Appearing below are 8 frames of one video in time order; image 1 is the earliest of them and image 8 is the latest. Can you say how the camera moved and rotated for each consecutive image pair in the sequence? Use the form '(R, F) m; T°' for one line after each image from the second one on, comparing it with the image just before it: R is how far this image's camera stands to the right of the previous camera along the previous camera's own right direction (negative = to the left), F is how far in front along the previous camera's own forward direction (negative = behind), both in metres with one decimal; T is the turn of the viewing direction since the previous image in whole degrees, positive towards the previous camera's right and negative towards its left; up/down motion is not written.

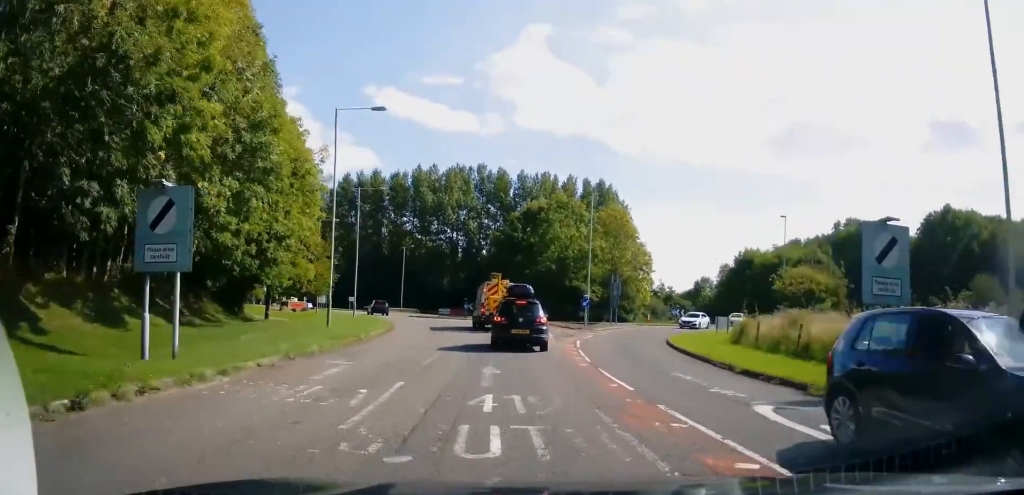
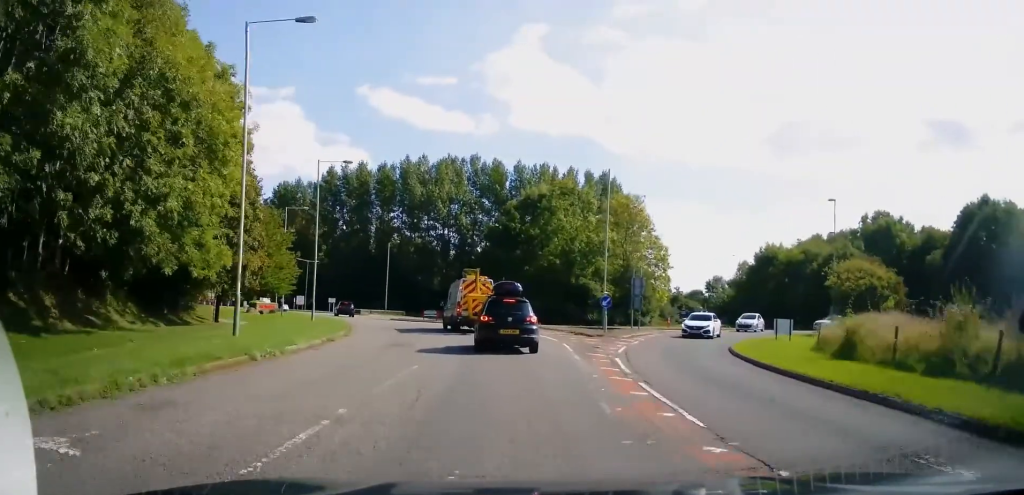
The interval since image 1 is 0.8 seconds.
(-0.4, +8.8) m; -1°
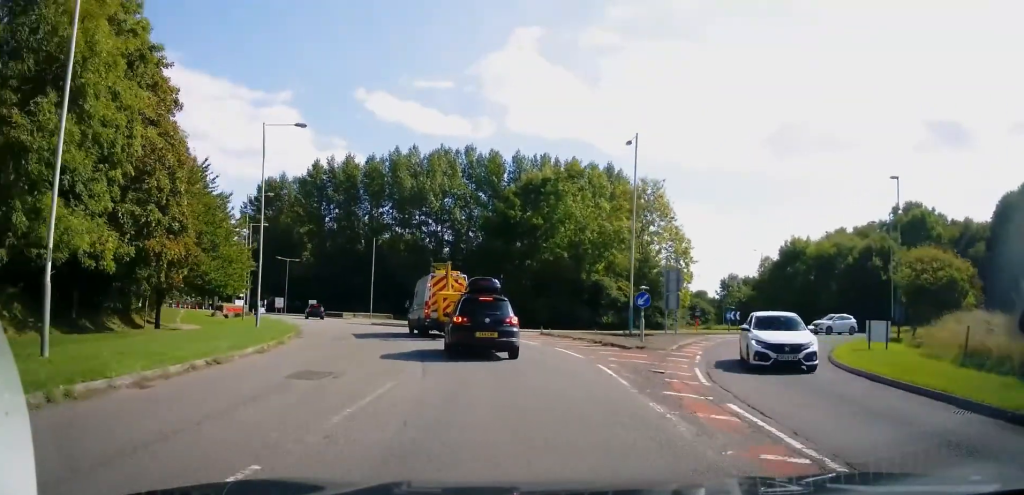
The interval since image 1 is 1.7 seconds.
(-0.1, +7.8) m; +1°
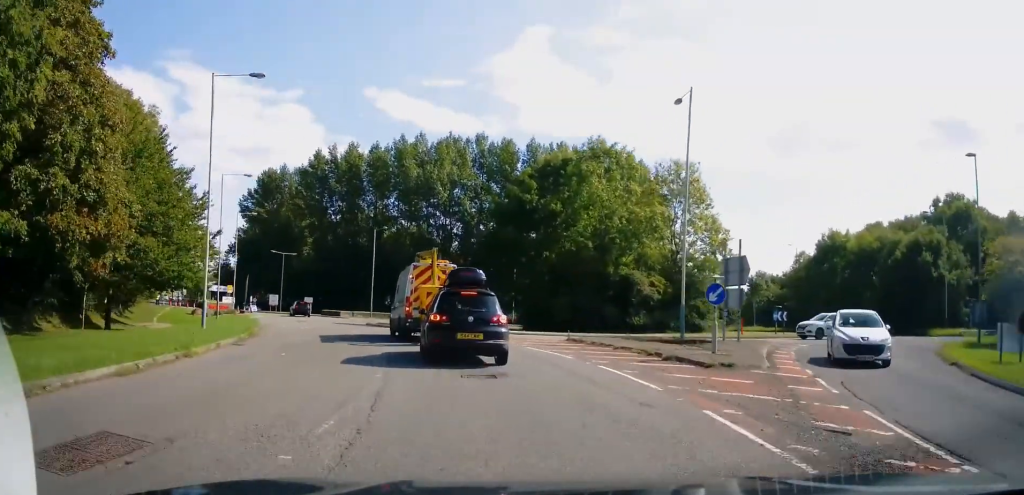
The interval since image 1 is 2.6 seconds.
(+0.3, +6.7) m; +2°
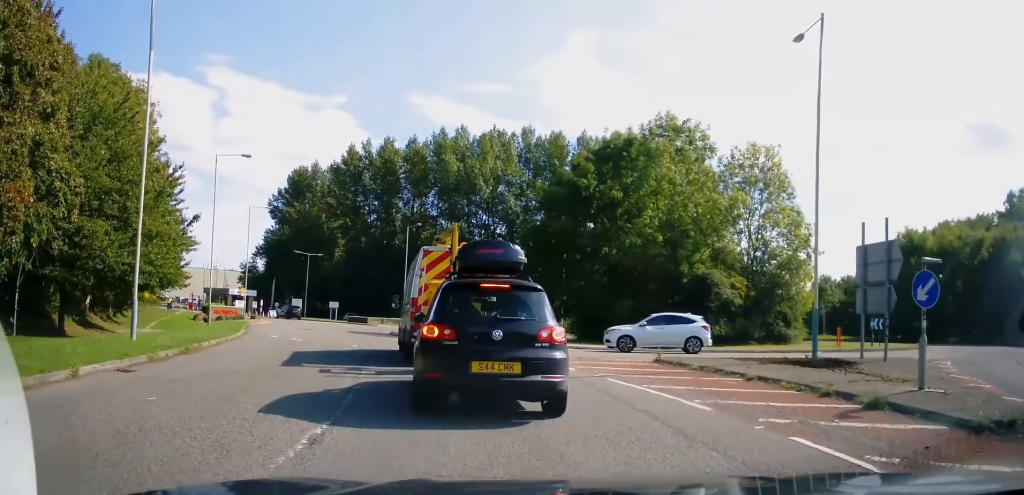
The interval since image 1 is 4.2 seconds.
(-0.3, +8.1) m; -6°
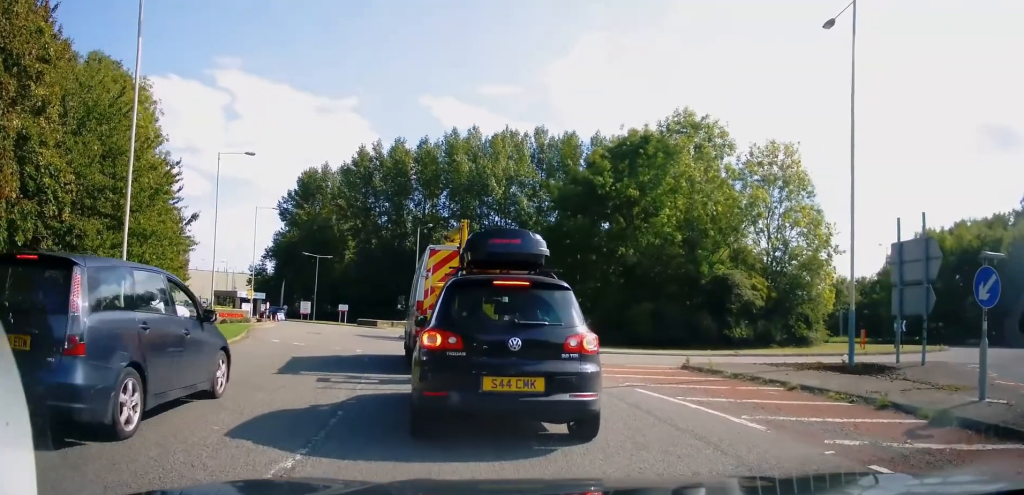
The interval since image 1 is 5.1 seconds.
(0.0, +1.9) m; -3°
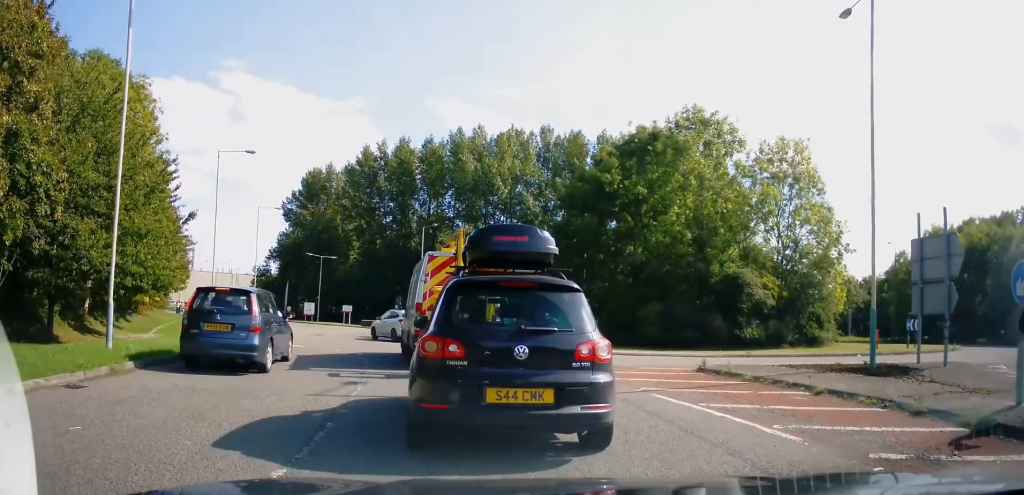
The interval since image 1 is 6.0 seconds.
(-0.1, +1.1) m; -1°
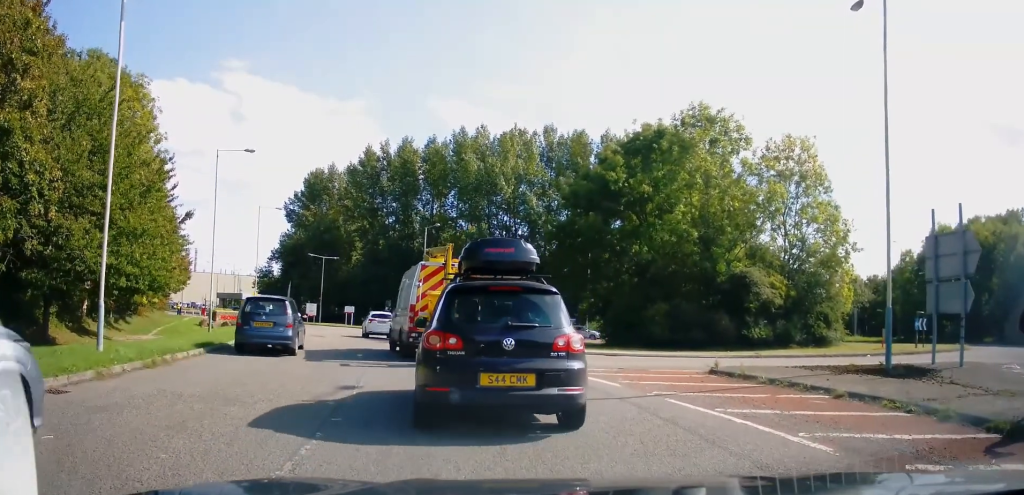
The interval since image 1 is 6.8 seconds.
(+0.2, +0.9) m; +2°
